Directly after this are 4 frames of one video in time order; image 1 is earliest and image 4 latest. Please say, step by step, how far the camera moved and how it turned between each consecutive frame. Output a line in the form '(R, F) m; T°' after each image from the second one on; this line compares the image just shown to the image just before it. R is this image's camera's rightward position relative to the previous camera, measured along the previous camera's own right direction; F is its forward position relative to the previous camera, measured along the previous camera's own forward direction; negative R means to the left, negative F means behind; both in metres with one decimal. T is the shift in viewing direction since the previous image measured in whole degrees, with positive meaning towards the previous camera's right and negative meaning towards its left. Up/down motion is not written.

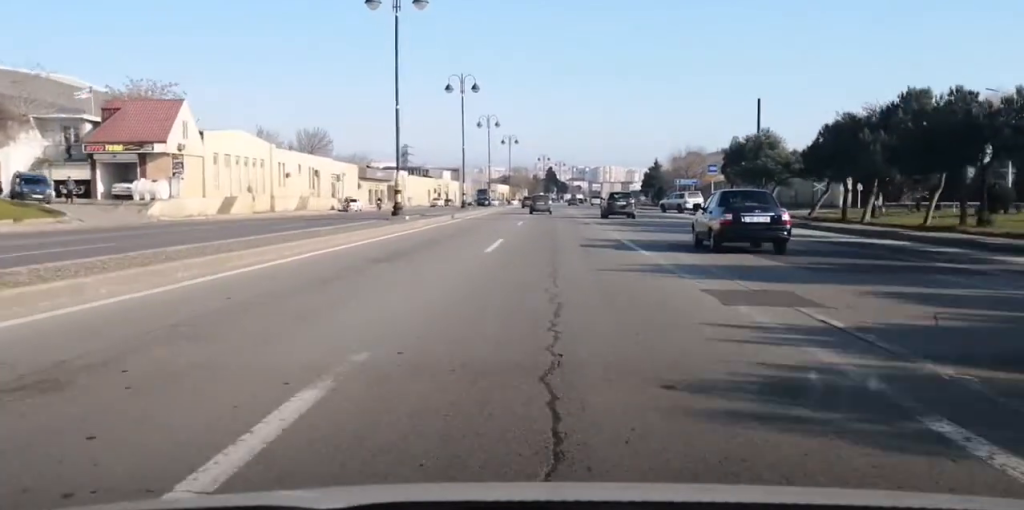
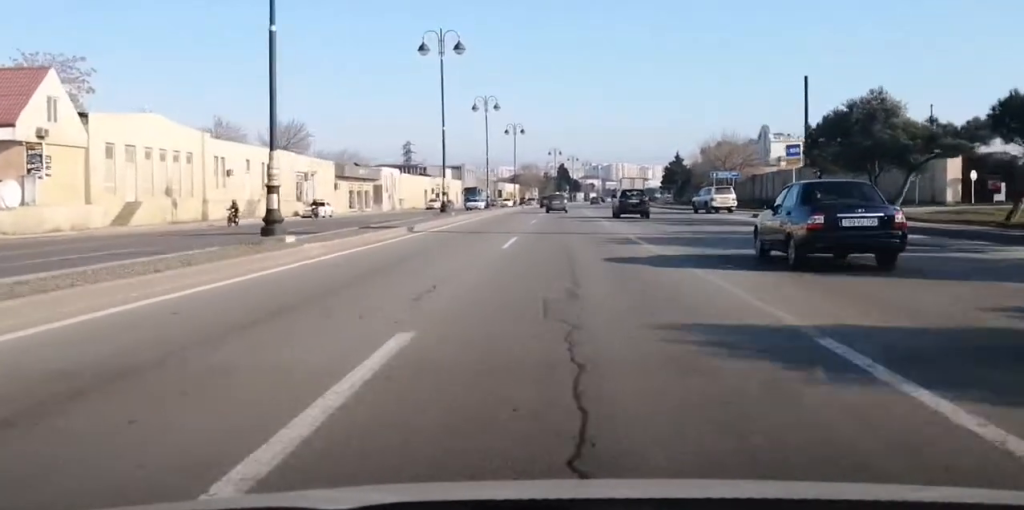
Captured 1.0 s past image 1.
(0.0, +19.0) m; 0°
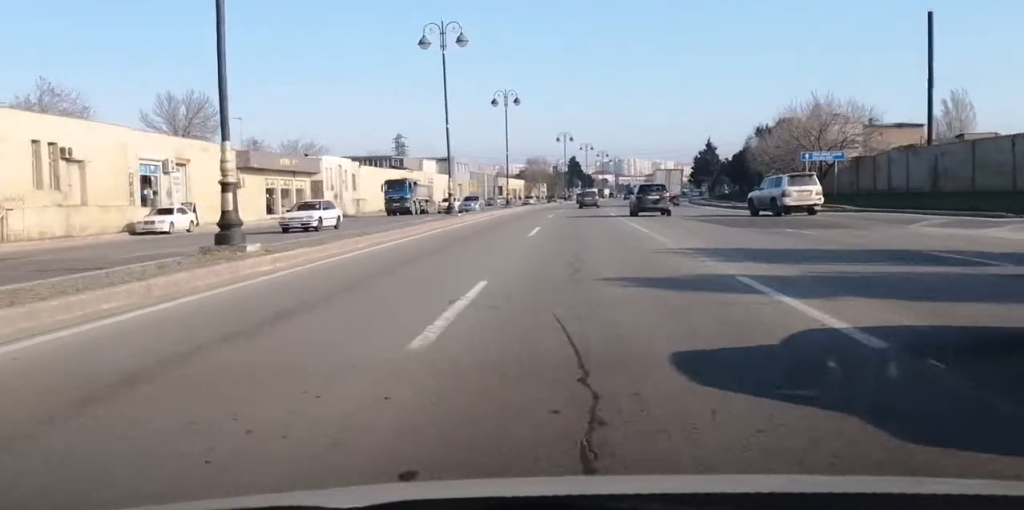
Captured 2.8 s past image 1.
(-0.6, +35.1) m; -2°
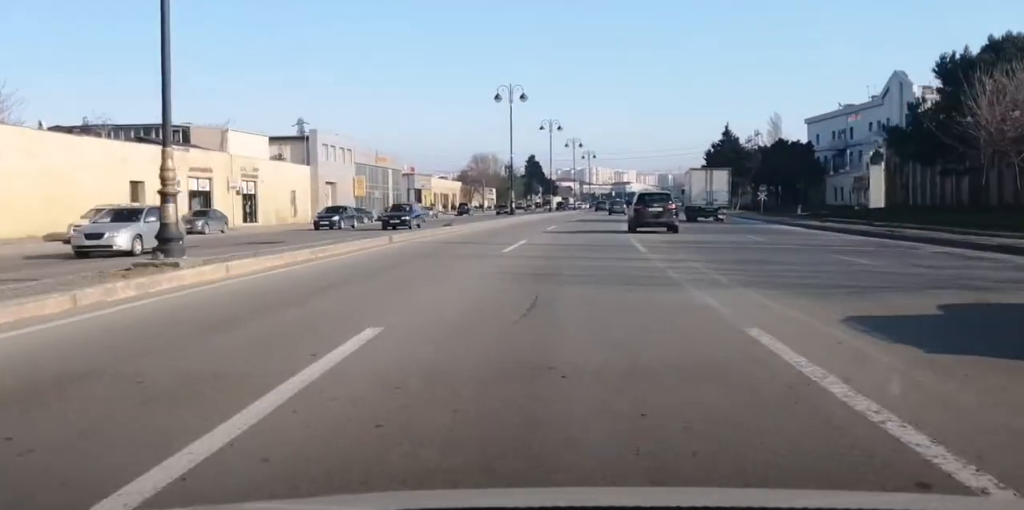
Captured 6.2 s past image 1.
(+1.4, +65.3) m; +3°
